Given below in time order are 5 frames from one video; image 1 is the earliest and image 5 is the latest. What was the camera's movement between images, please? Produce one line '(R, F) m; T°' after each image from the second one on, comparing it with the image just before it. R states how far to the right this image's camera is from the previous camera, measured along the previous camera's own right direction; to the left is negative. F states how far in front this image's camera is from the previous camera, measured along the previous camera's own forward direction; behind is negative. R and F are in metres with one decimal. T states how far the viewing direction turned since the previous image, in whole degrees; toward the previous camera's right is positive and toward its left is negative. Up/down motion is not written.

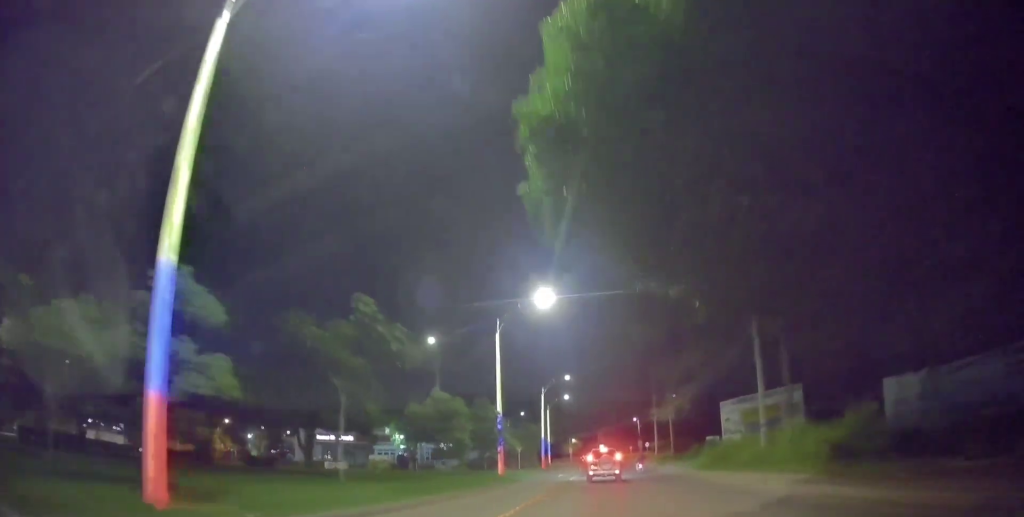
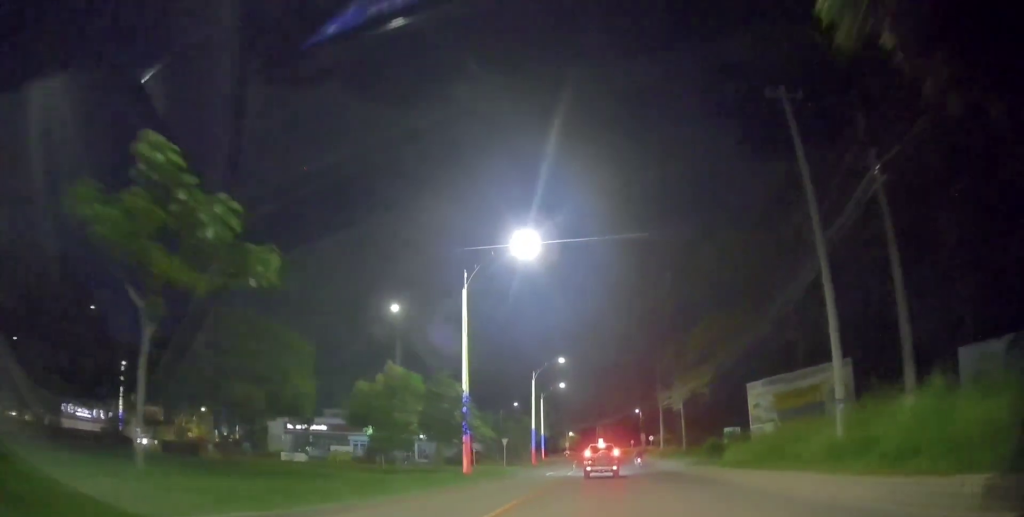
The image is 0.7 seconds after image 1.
(+0.2, +9.2) m; 0°
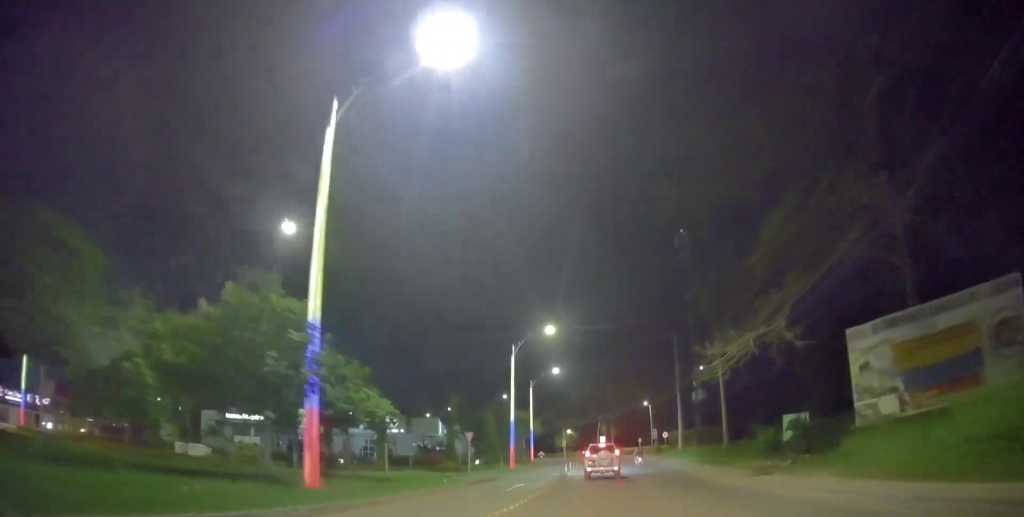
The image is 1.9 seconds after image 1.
(-0.1, +15.8) m; -1°
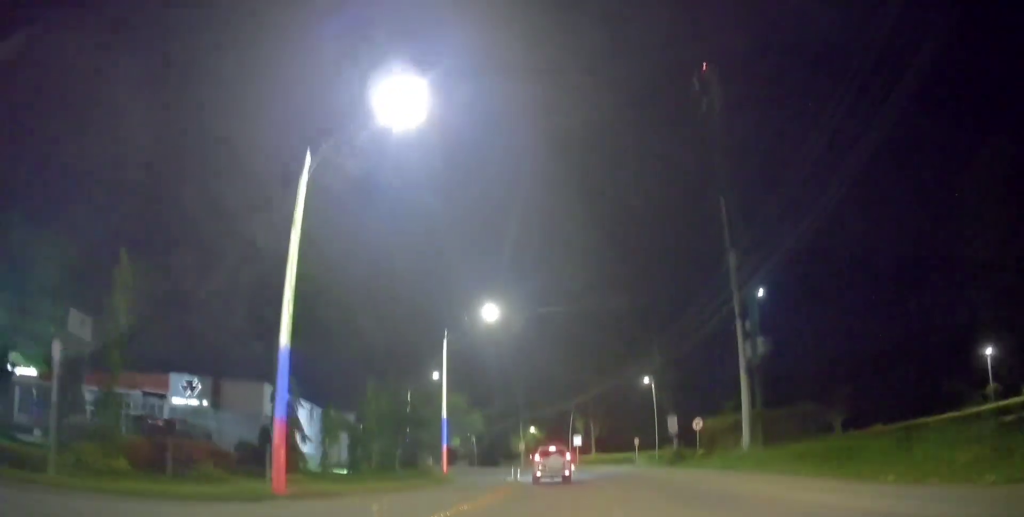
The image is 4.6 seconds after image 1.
(+0.2, +33.7) m; -1°
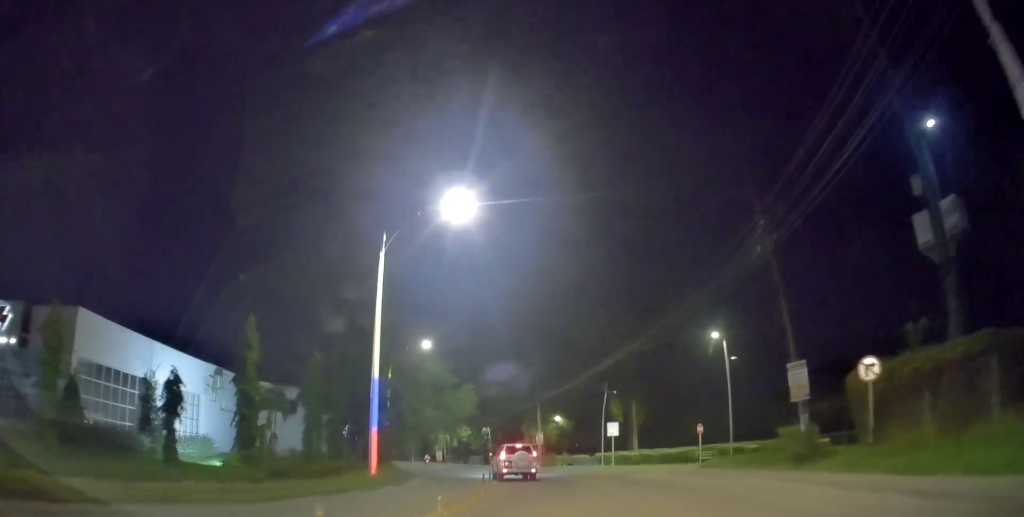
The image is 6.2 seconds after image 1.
(-0.3, +18.5) m; -3°
